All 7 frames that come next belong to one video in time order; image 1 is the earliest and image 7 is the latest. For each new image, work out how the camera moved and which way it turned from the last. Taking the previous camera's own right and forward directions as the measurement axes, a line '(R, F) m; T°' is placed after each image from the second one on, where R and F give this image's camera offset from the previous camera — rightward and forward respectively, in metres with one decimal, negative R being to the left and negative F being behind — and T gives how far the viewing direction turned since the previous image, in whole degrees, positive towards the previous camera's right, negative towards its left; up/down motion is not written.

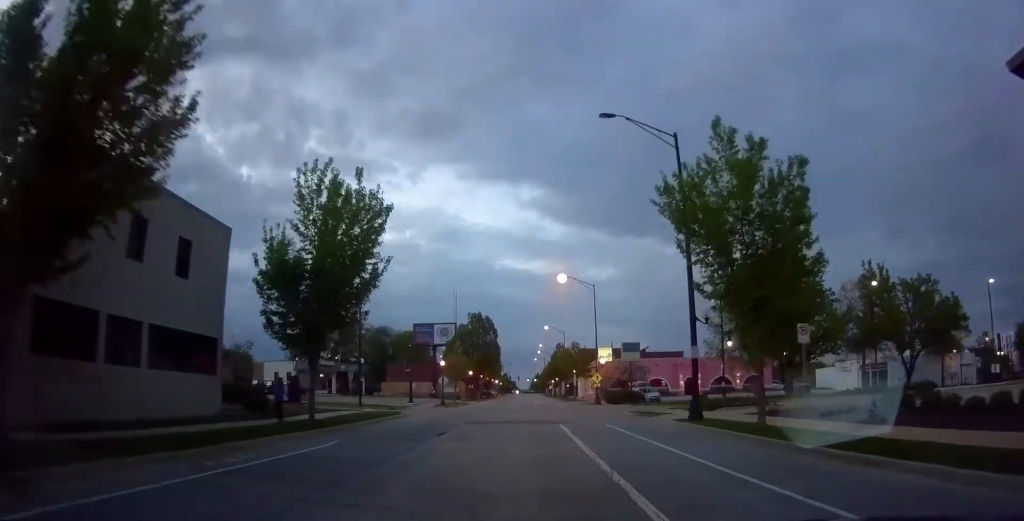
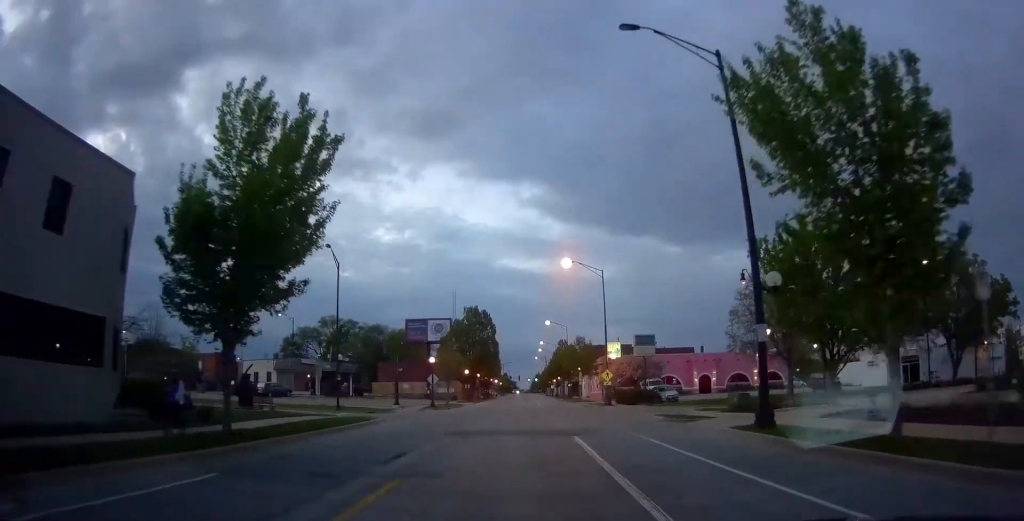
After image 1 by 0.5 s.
(0.0, +6.9) m; 0°
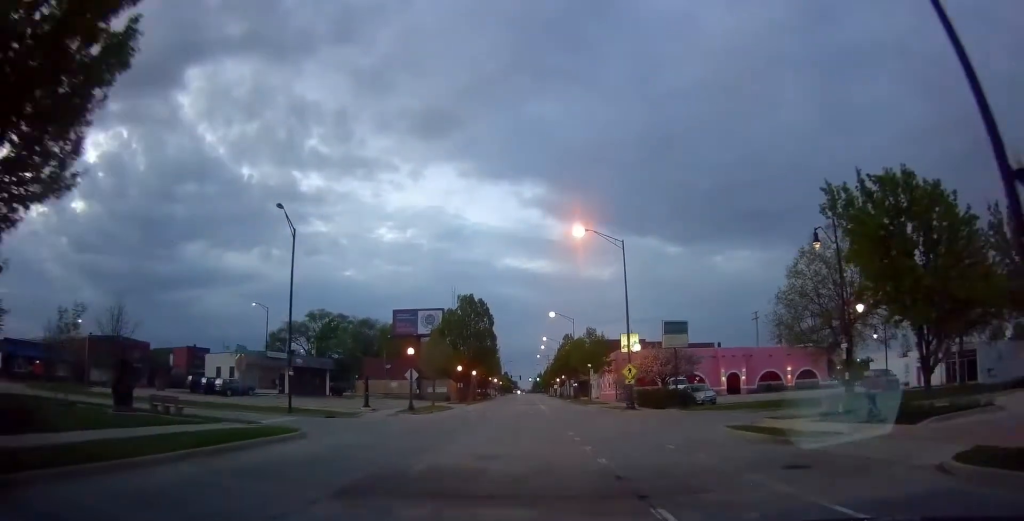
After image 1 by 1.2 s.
(0.0, +10.4) m; 0°
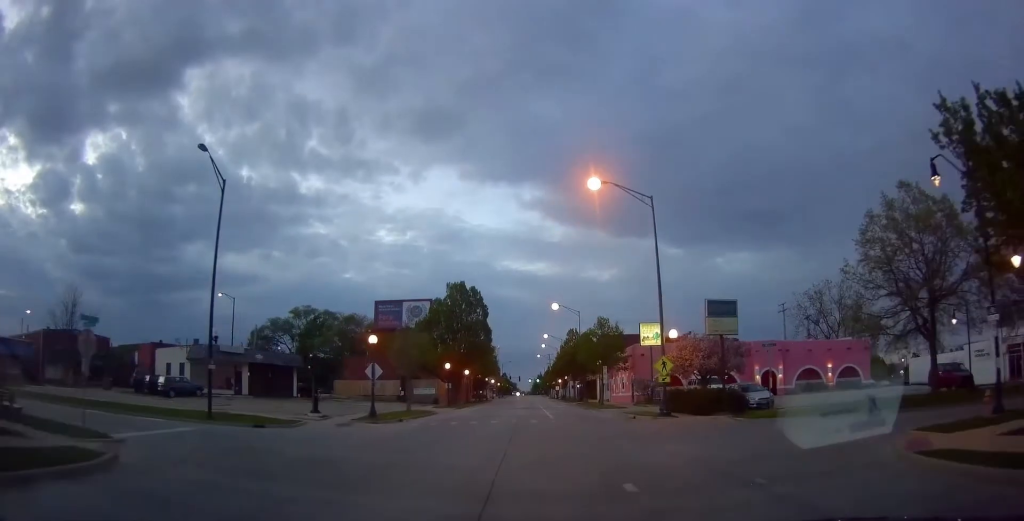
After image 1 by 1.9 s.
(0.0, +10.4) m; 0°
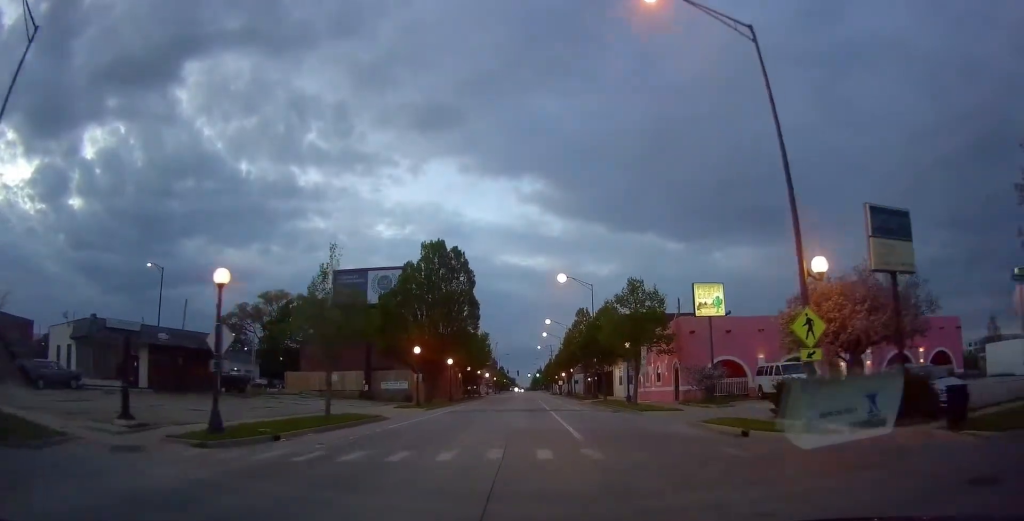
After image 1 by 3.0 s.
(0.0, +16.8) m; 0°
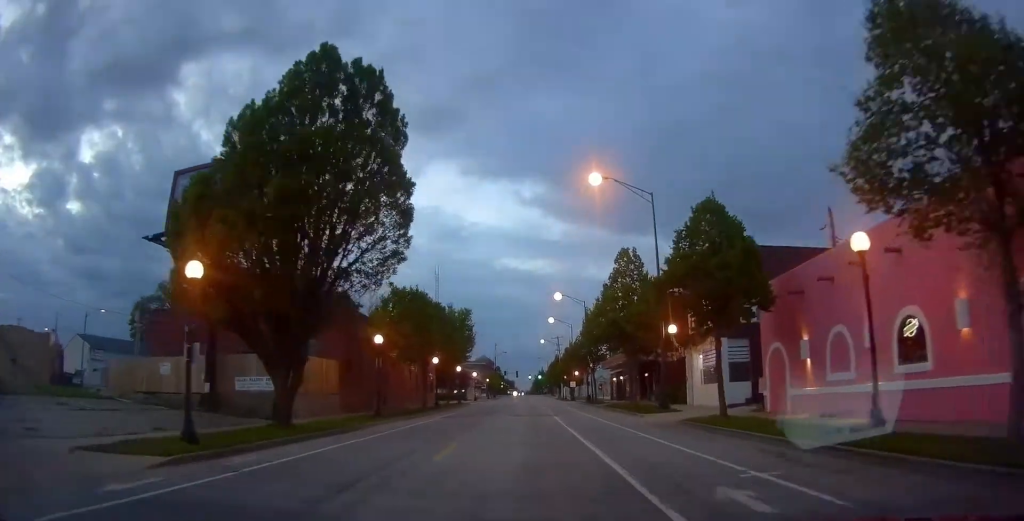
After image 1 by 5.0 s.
(0.0, +30.2) m; 0°
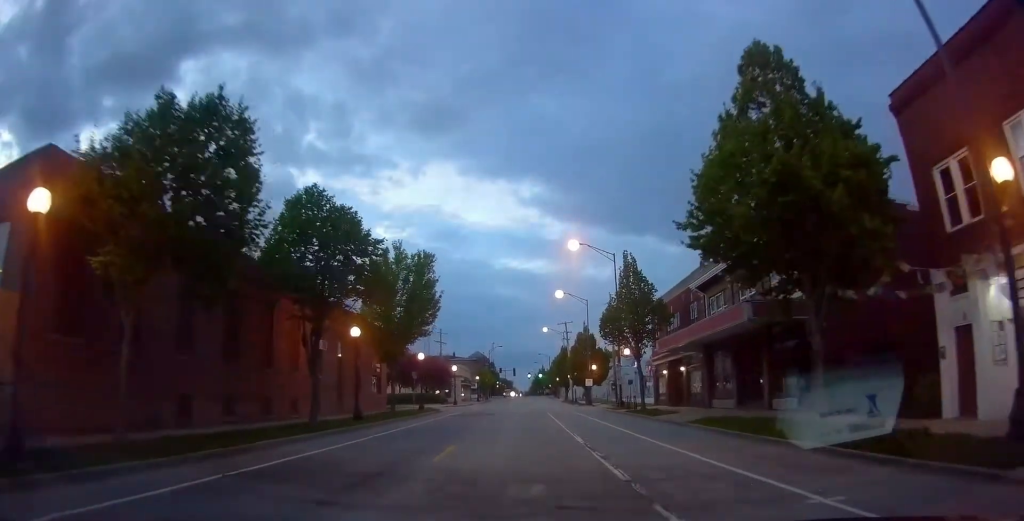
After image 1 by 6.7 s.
(0.0, +24.4) m; 0°
